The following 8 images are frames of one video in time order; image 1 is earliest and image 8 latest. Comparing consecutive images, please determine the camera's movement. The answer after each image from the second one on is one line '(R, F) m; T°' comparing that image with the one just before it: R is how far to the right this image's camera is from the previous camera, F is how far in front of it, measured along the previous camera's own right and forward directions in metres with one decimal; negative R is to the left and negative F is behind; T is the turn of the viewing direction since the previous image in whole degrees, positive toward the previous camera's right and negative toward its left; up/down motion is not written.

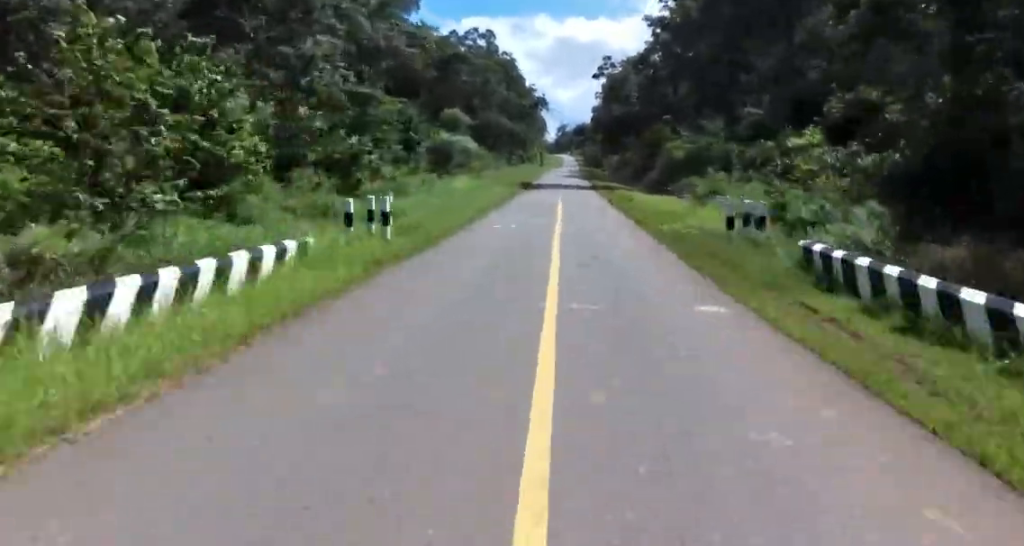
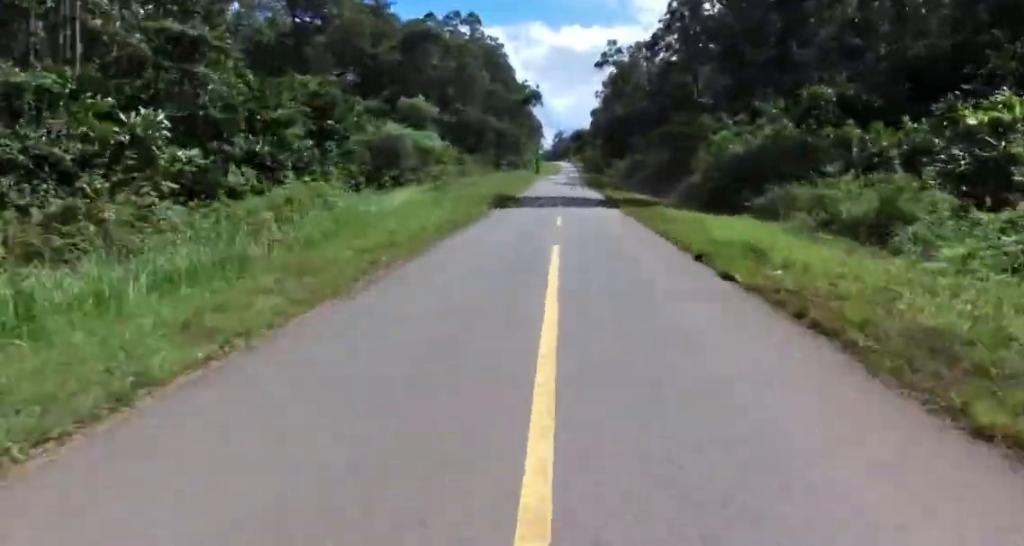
(+1.4, +18.6) m; 0°
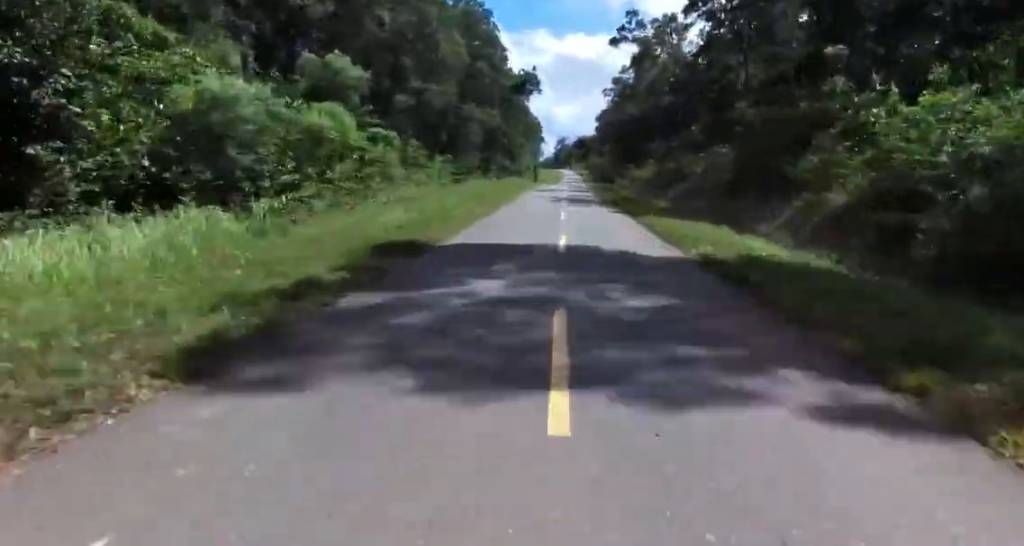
(-1.2, +22.3) m; -2°
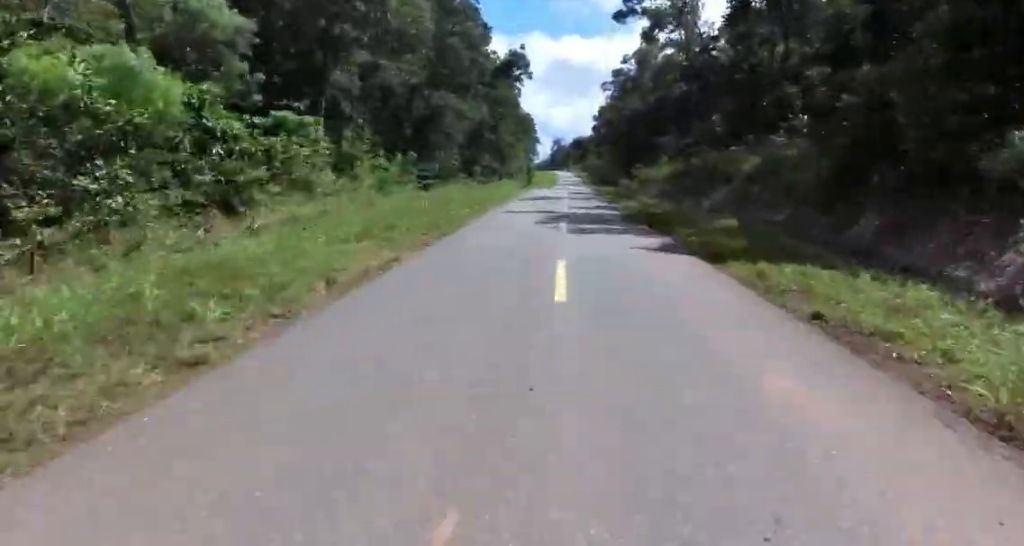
(-0.3, +13.9) m; -1°
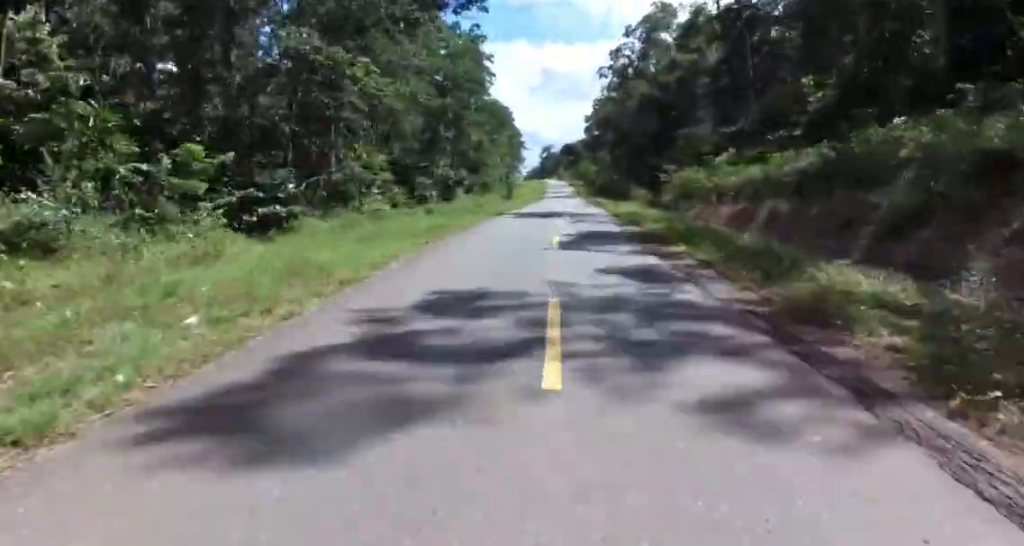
(+0.6, +26.7) m; 0°
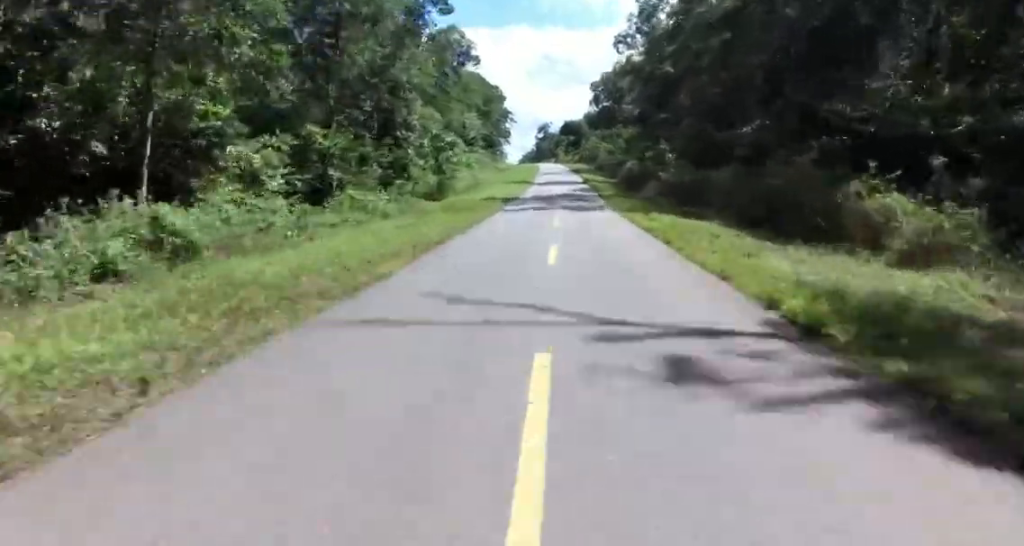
(-0.7, +52.3) m; 0°
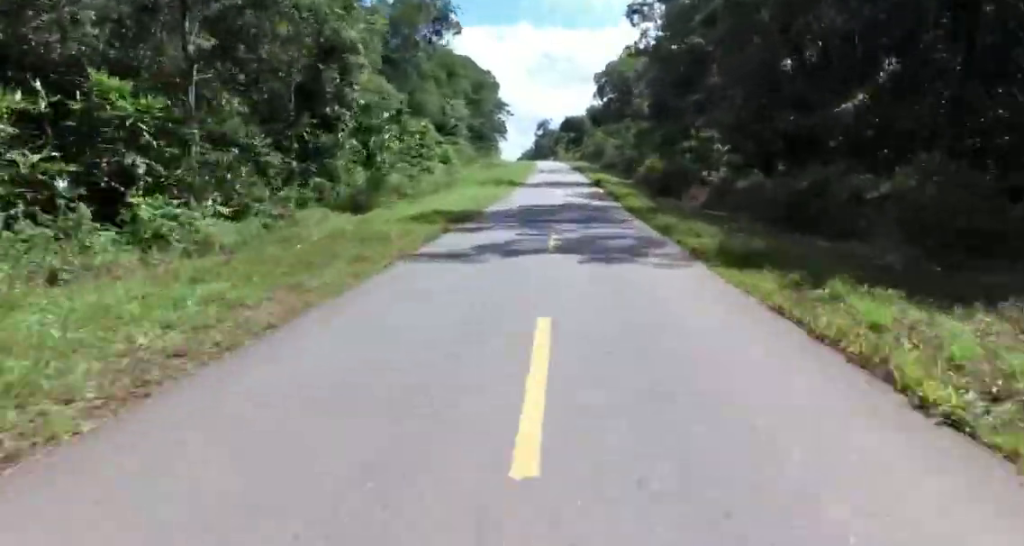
(0.0, +16.5) m; +1°
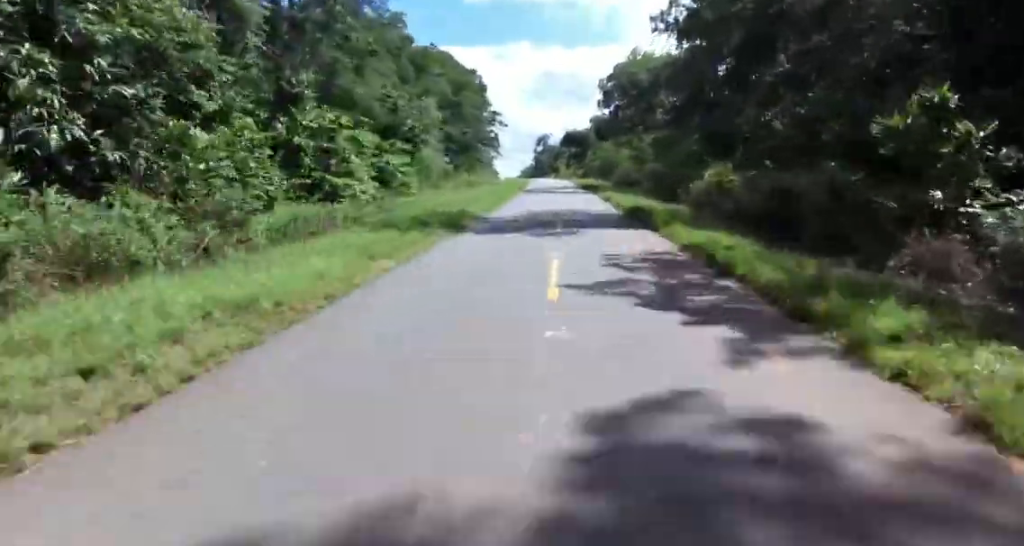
(+0.2, +20.1) m; +1°
